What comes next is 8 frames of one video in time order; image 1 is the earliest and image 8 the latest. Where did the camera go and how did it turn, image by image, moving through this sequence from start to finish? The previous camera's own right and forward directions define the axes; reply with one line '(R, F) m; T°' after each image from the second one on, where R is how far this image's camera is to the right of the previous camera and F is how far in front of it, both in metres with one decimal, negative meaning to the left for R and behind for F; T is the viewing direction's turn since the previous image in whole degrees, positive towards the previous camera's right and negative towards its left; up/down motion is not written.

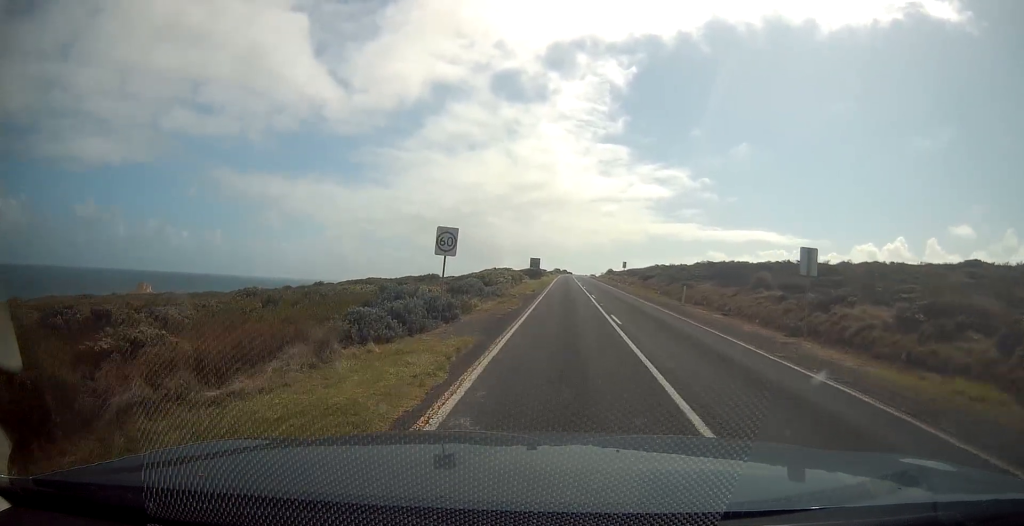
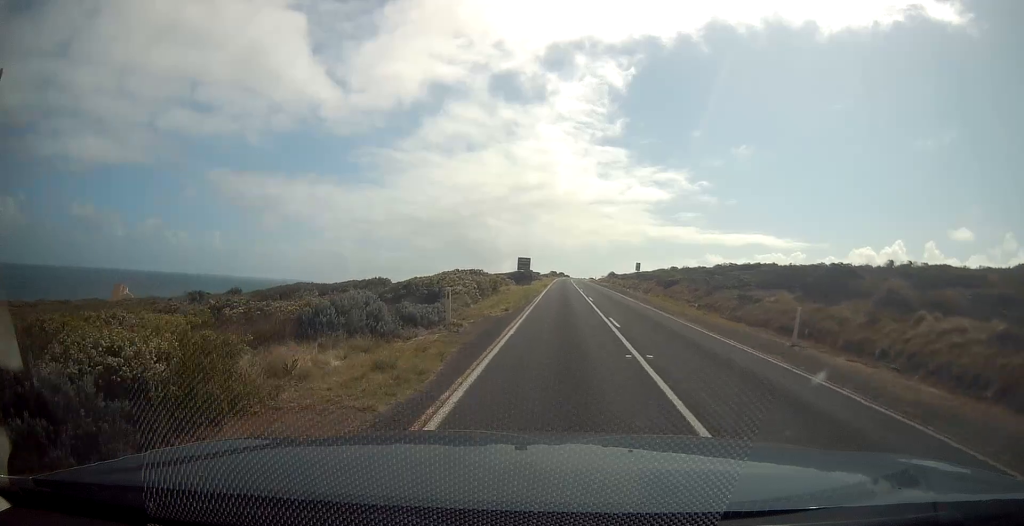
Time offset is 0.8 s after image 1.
(0.0, +14.5) m; 0°
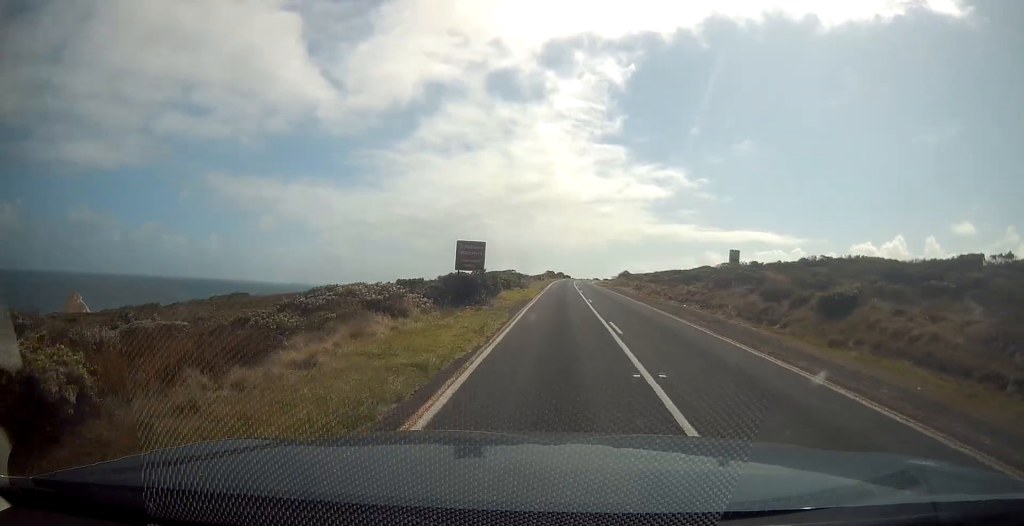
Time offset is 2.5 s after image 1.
(0.0, +30.1) m; 0°
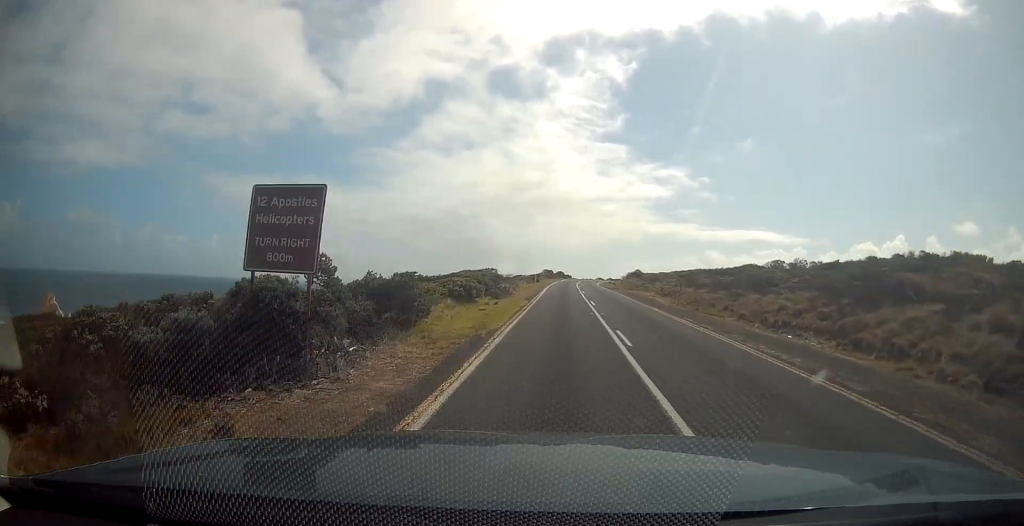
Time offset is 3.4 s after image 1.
(0.0, +16.1) m; 0°
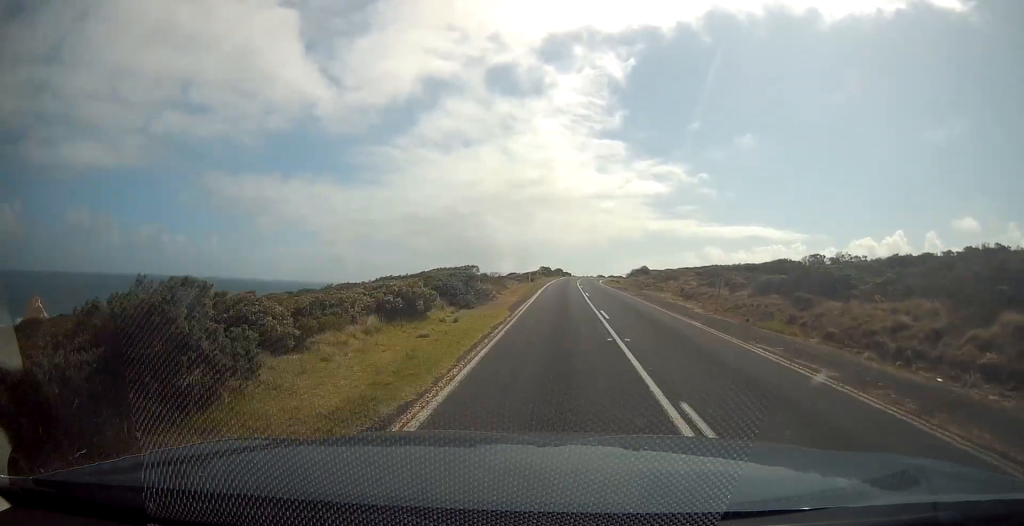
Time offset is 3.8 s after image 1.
(0.0, +8.2) m; 0°
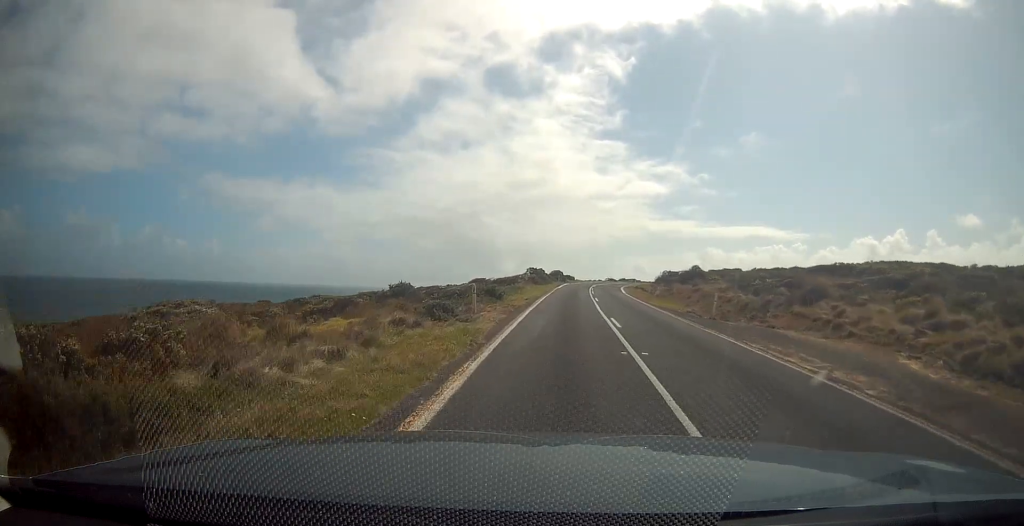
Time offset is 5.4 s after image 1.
(0.0, +30.4) m; 0°
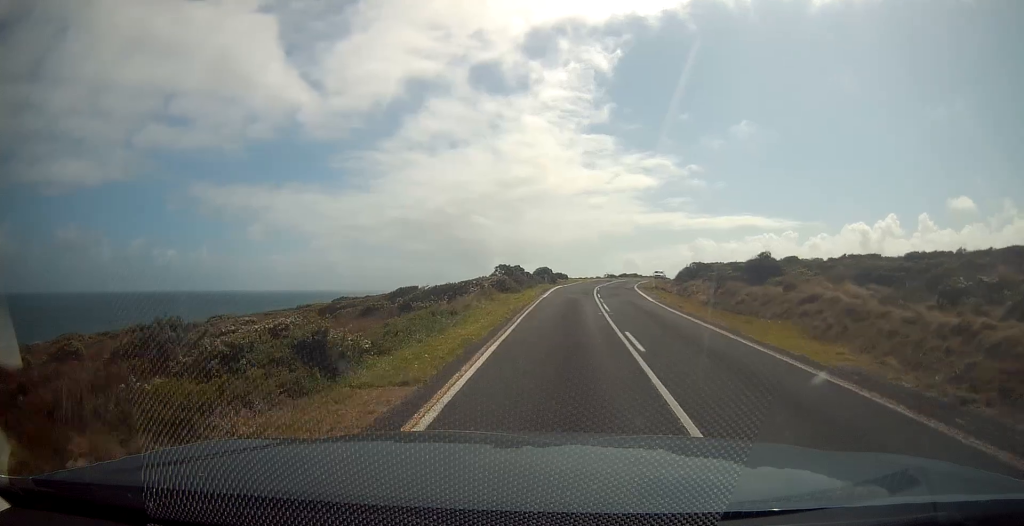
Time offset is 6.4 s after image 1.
(+0.1, +19.0) m; +2°
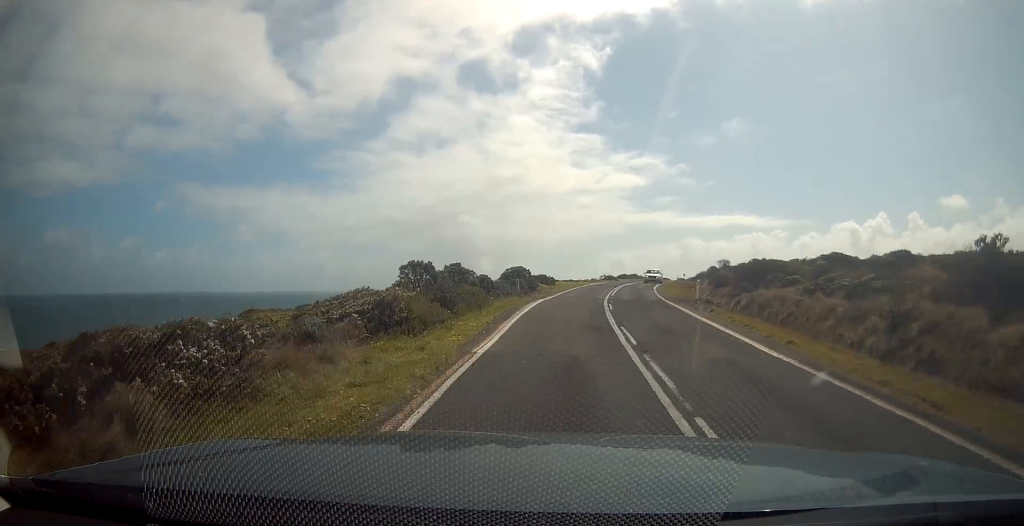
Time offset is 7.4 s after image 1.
(+0.7, +18.9) m; +2°
